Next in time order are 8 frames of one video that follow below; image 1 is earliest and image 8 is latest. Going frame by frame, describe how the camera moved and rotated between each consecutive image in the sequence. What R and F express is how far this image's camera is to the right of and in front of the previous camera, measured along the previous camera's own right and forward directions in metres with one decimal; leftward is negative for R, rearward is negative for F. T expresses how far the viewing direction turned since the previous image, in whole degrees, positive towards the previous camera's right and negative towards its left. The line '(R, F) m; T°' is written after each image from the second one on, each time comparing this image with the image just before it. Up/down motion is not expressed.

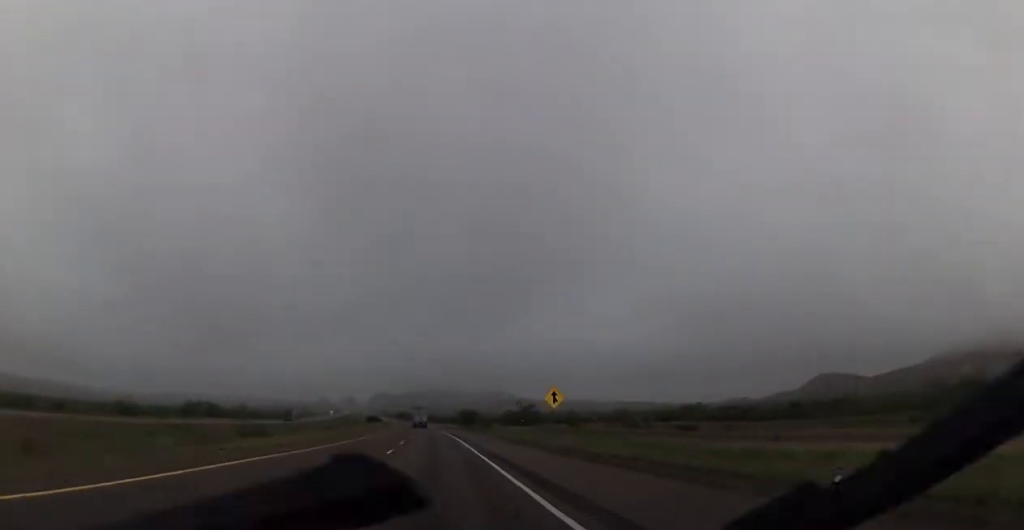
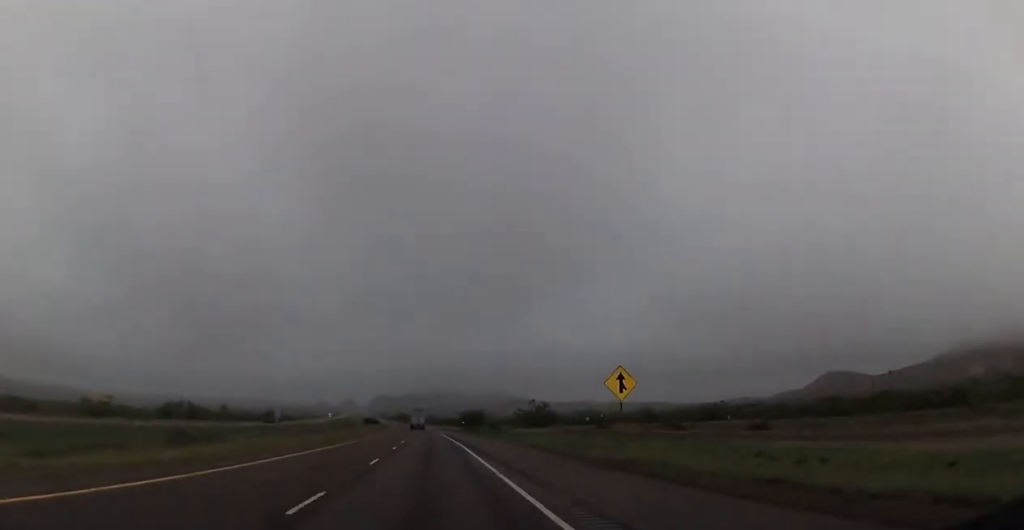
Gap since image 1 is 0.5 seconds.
(-0.1, +18.0) m; 0°
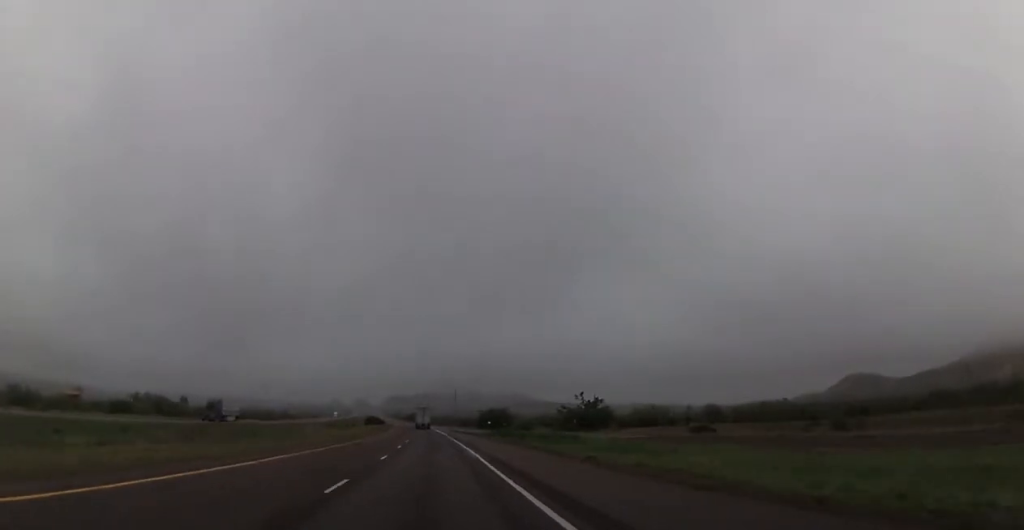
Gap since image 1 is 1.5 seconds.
(-0.3, +33.7) m; -1°
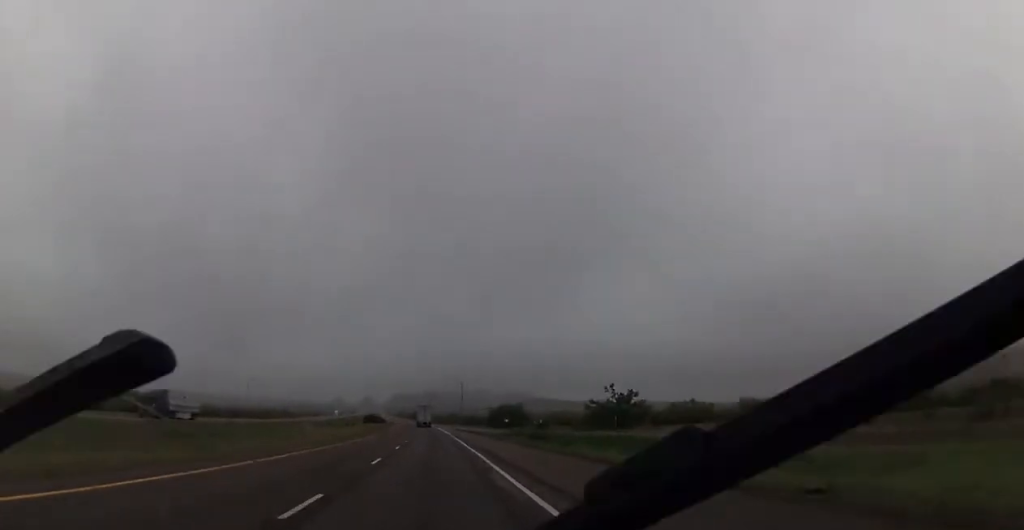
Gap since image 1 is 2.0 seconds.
(0.0, +15.8) m; 0°
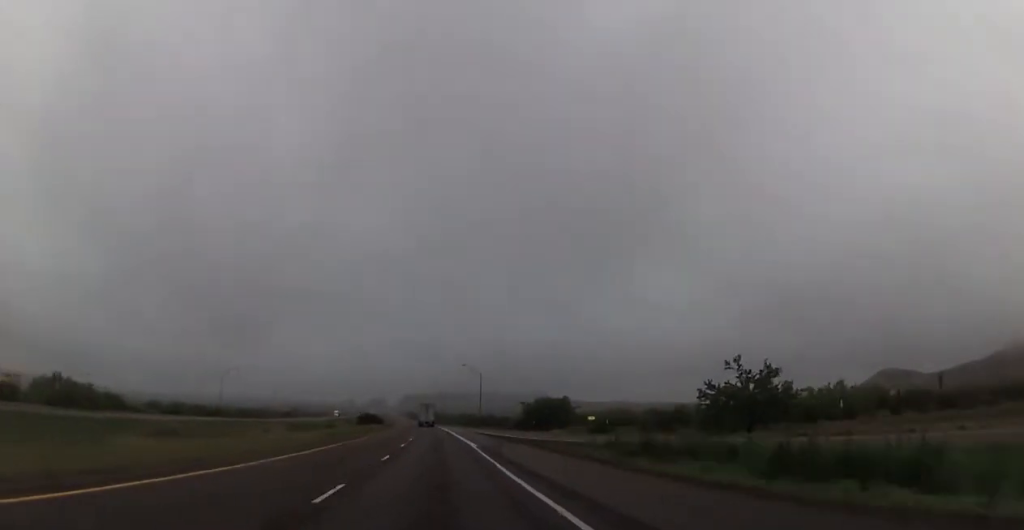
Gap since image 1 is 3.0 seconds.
(-0.1, +34.8) m; -1°
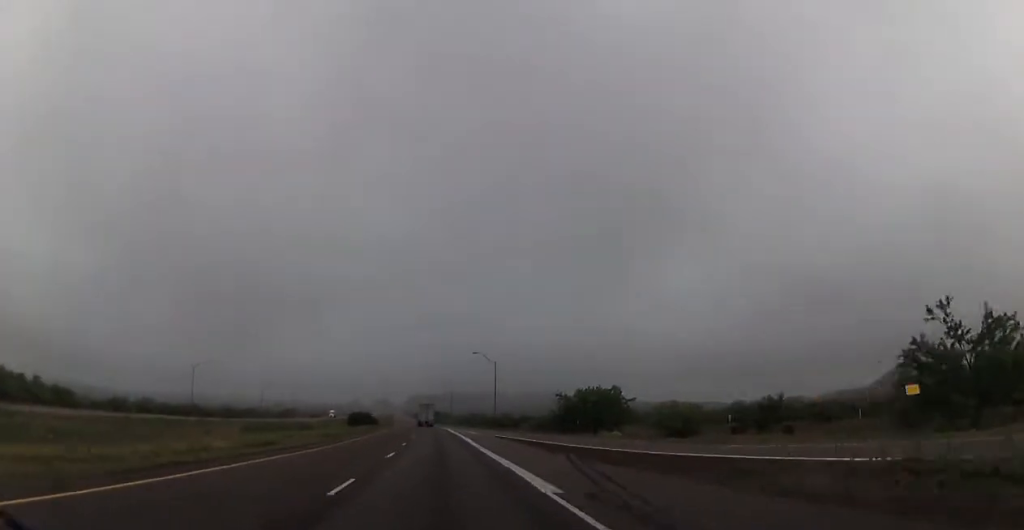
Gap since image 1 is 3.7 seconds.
(-0.3, +23.5) m; -1°
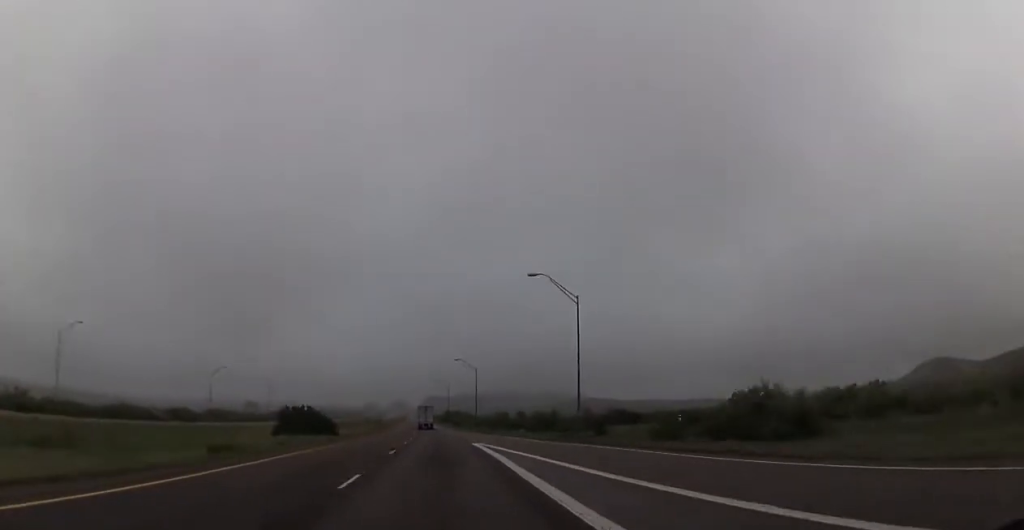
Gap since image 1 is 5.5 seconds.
(-0.8, +59.3) m; -2°
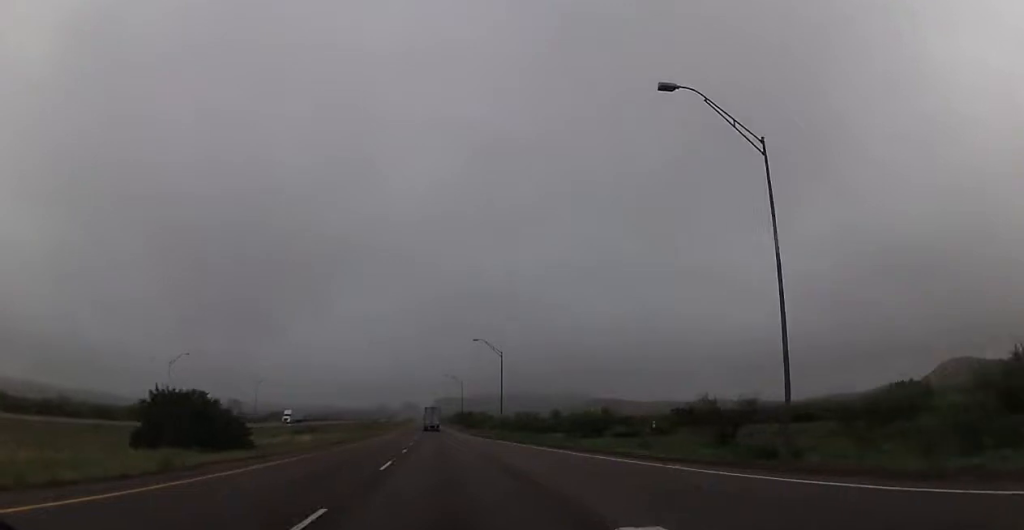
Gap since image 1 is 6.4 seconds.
(-0.4, +30.2) m; -1°
